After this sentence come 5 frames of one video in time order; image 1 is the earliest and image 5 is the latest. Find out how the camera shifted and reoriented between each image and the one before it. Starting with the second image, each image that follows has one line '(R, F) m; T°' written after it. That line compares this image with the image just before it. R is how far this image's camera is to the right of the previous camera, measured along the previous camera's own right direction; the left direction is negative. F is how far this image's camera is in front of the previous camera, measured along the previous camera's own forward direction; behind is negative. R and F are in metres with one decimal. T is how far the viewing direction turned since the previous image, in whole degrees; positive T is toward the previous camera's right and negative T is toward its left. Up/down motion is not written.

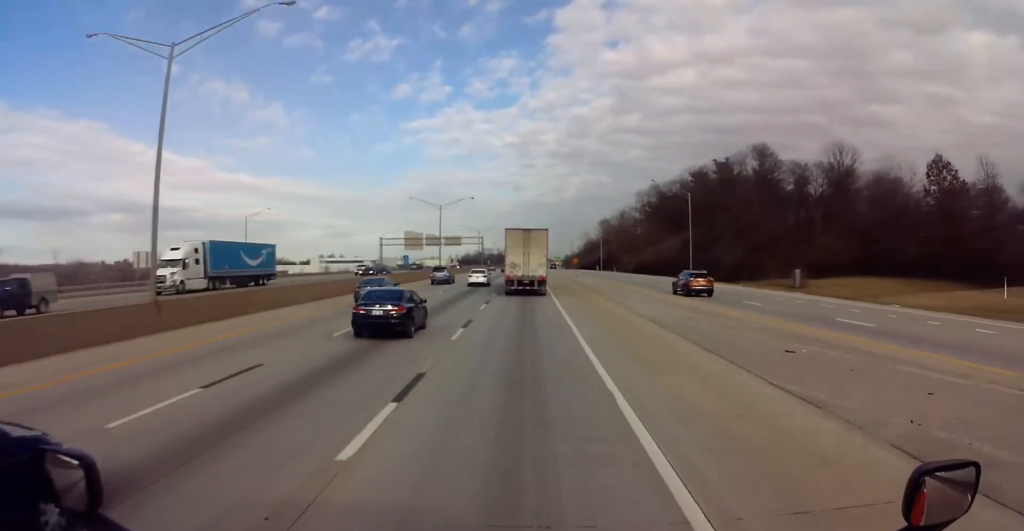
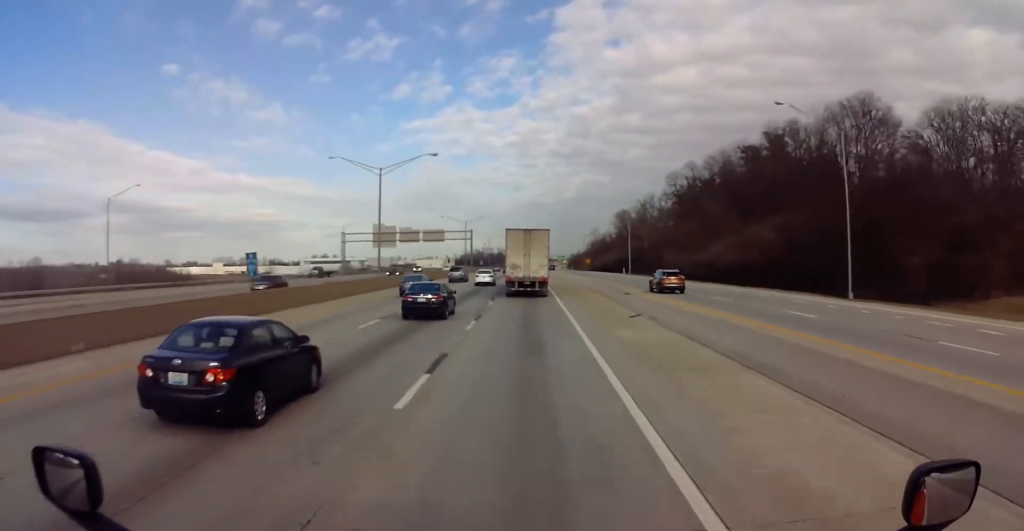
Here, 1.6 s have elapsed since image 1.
(-1.6, +45.6) m; -2°
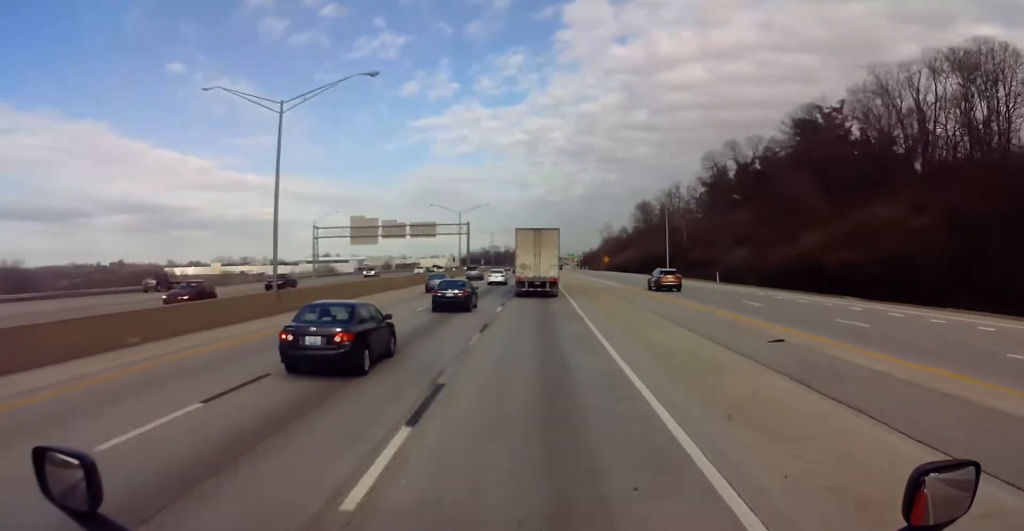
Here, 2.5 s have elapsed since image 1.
(+0.3, +28.0) m; +1°
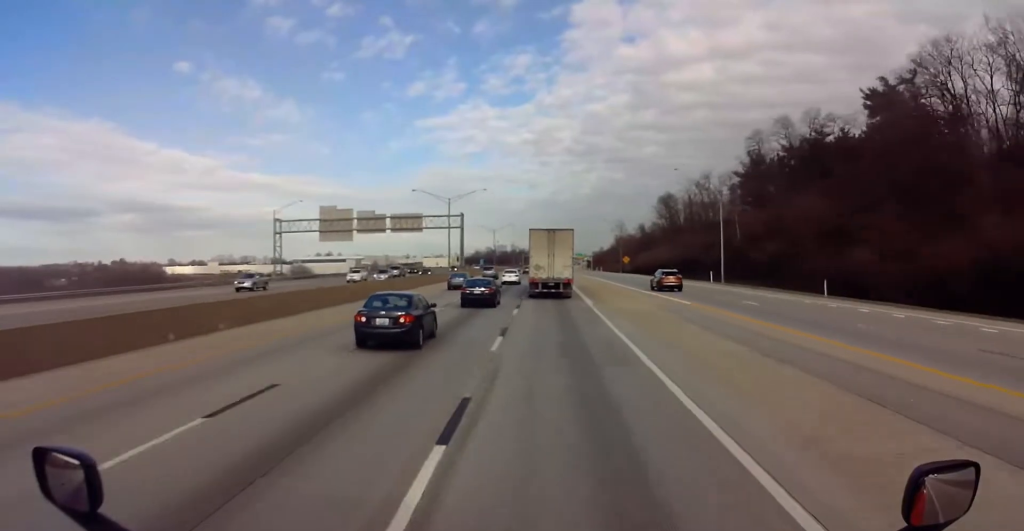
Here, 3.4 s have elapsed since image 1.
(0.0, +25.1) m; 0°
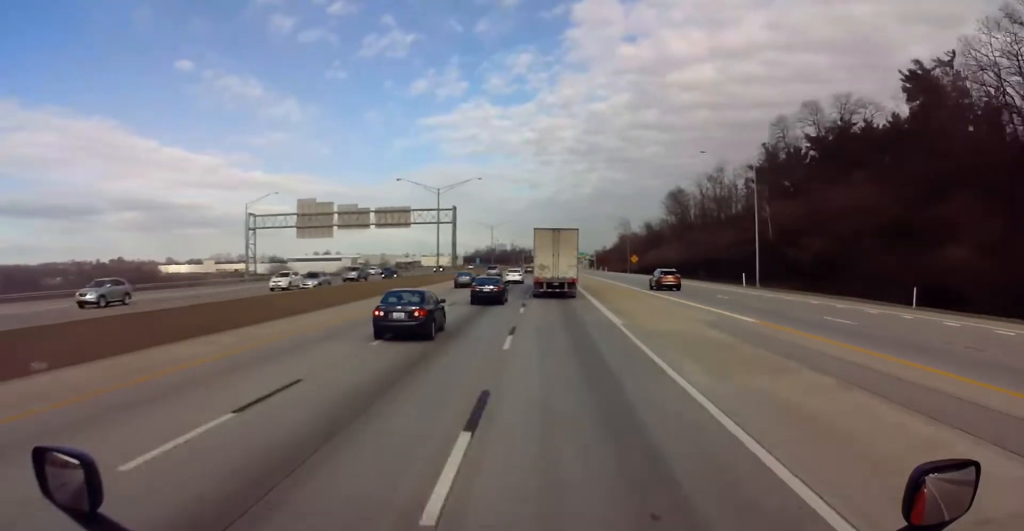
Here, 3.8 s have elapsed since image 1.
(0.0, +11.6) m; 0°
